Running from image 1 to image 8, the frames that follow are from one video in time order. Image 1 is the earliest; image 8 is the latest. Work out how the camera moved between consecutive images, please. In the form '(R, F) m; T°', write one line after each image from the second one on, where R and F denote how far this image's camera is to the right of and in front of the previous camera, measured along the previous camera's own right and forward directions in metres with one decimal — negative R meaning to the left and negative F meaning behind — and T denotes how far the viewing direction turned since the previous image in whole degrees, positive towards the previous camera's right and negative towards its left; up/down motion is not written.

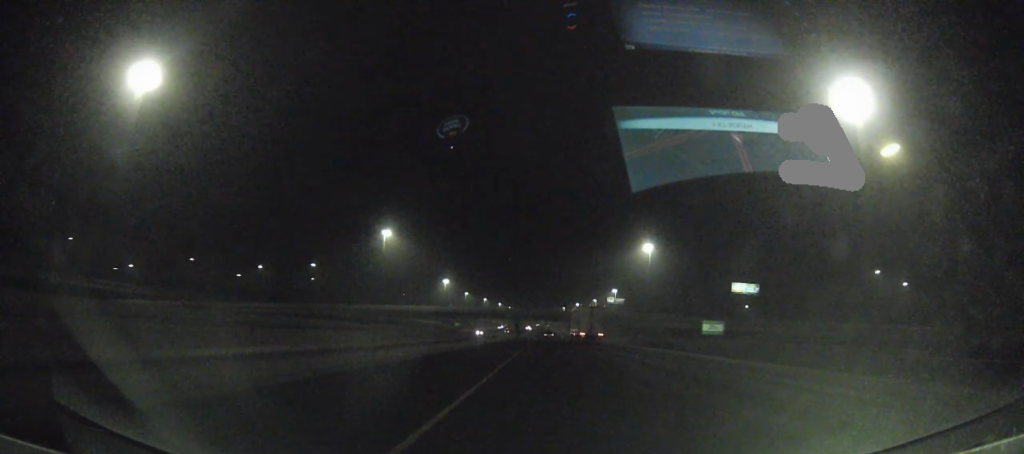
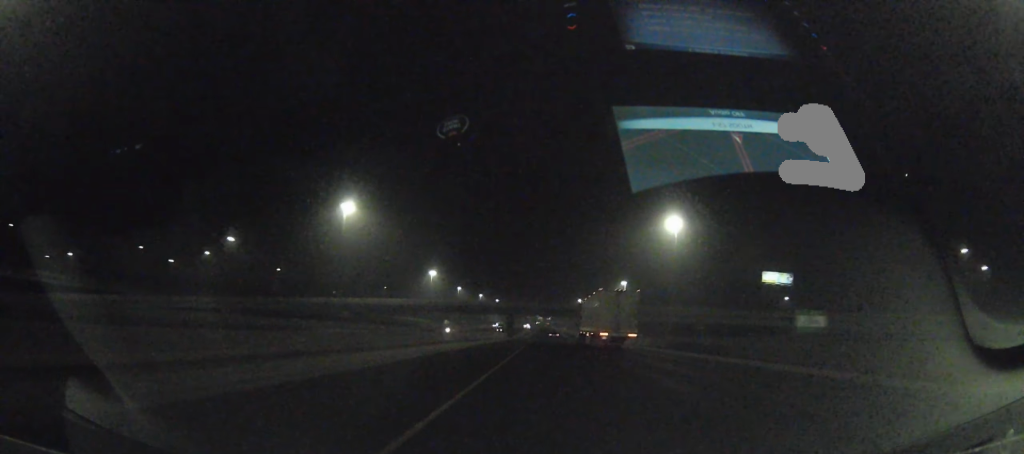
(+0.3, +38.9) m; 0°
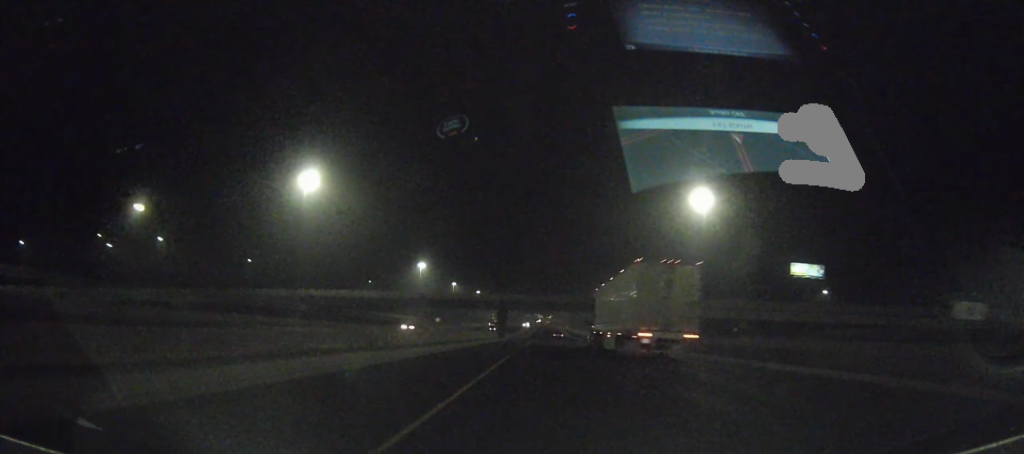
(-0.3, +27.4) m; 0°
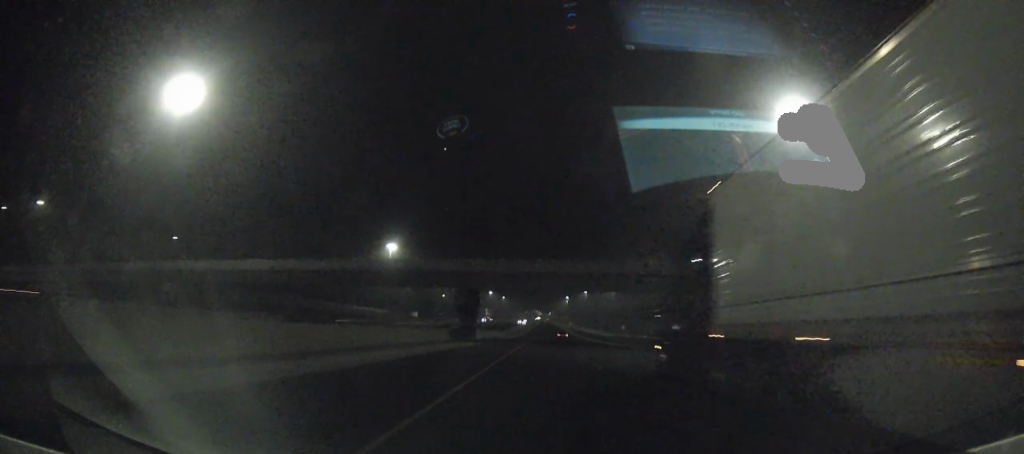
(-0.1, +51.4) m; 0°
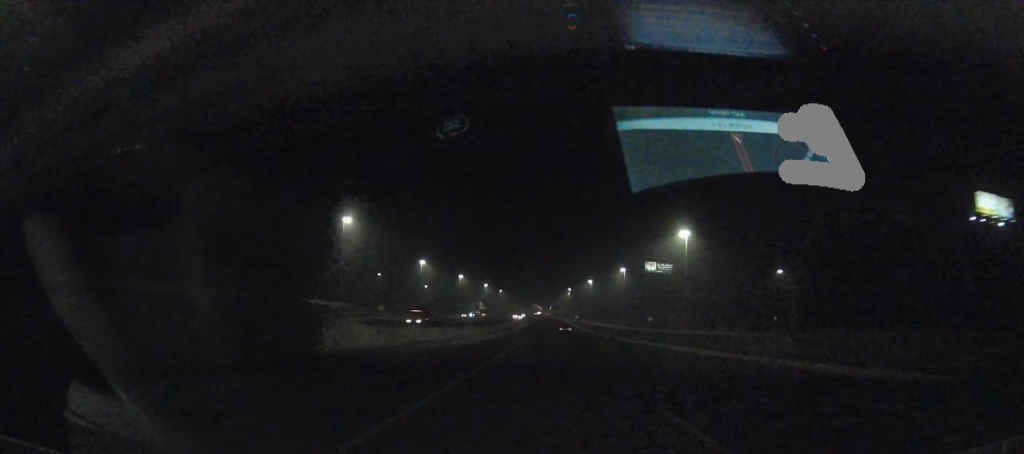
(+0.2, +50.0) m; 0°
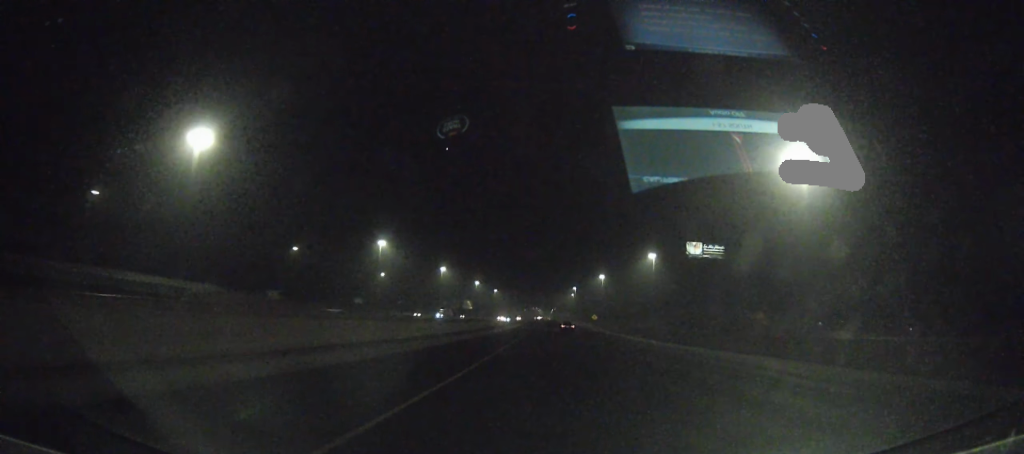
(0.0, +80.4) m; 0°
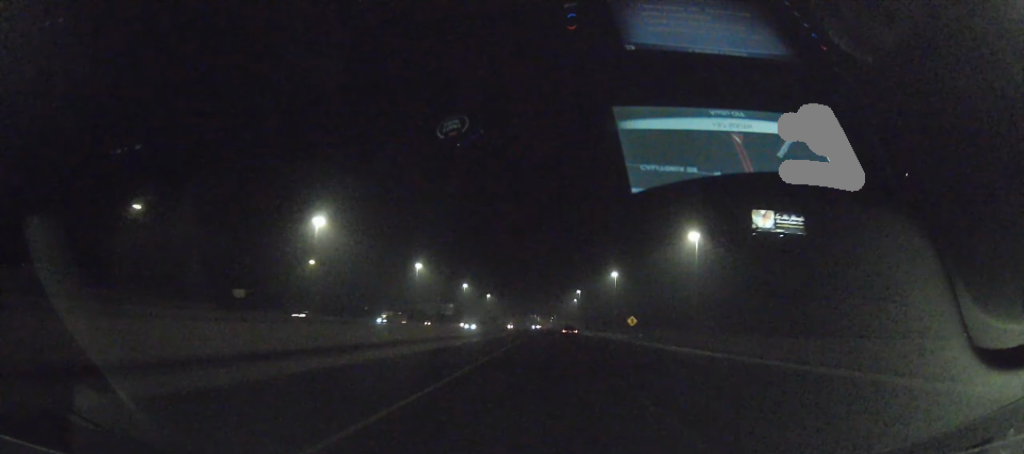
(+0.4, +67.3) m; 0°
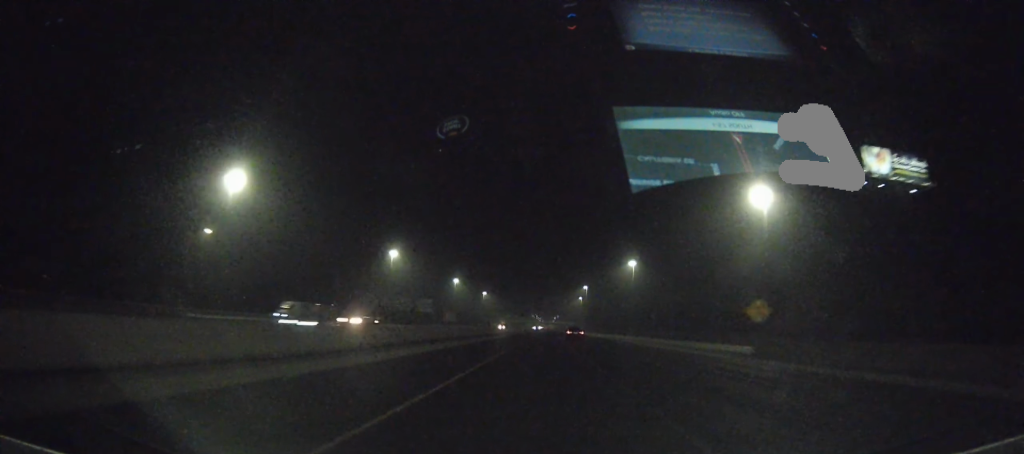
(-0.2, +52.0) m; -1°
